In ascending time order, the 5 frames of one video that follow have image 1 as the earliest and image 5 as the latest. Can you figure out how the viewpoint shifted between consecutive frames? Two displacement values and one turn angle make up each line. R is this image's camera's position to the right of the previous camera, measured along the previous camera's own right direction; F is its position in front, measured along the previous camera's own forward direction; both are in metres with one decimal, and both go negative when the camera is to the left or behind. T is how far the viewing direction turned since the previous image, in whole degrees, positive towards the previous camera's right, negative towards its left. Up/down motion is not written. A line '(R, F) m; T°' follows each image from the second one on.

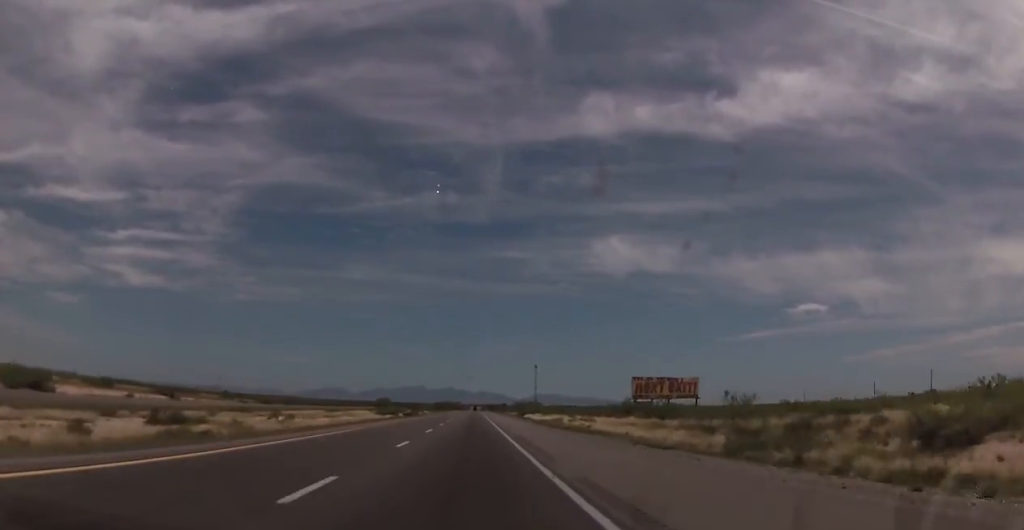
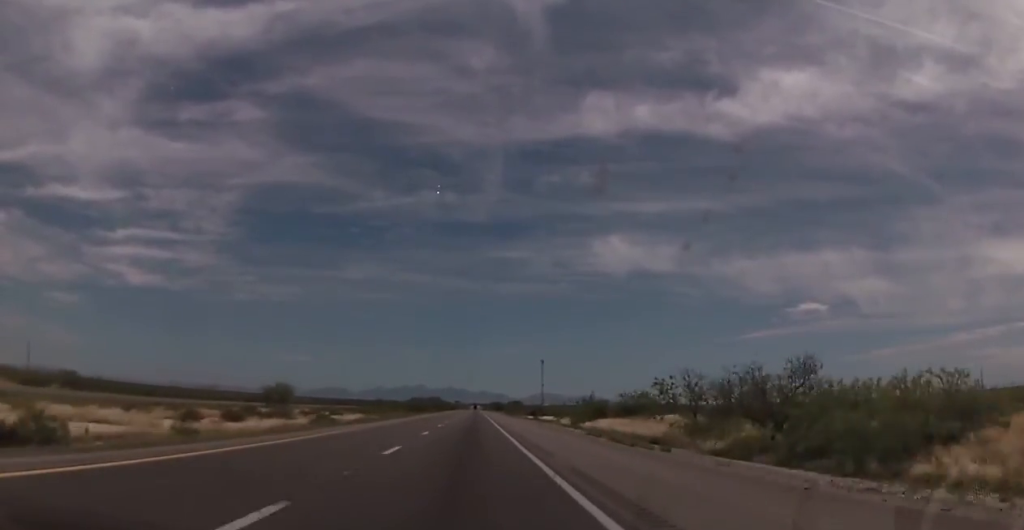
(+0.9, +126.2) m; 0°
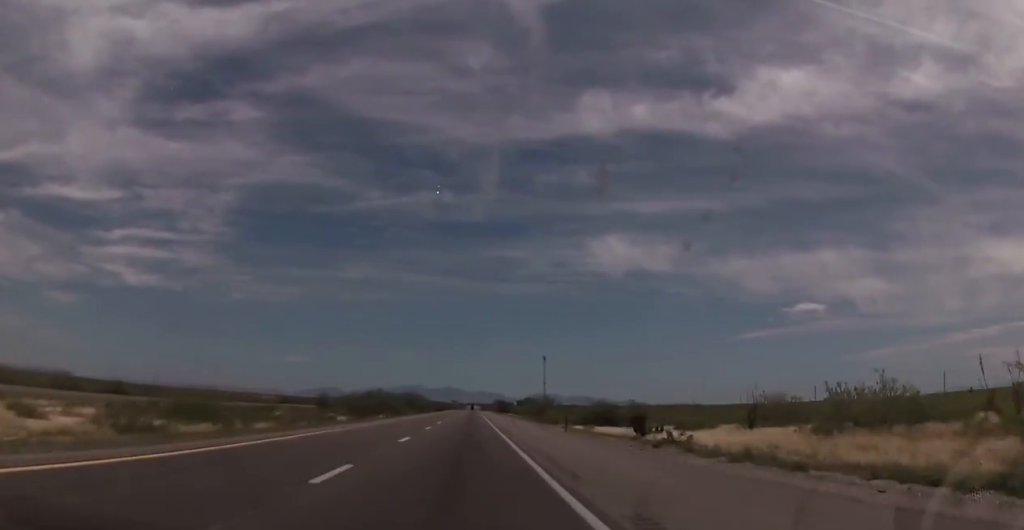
(+0.1, +80.0) m; 0°
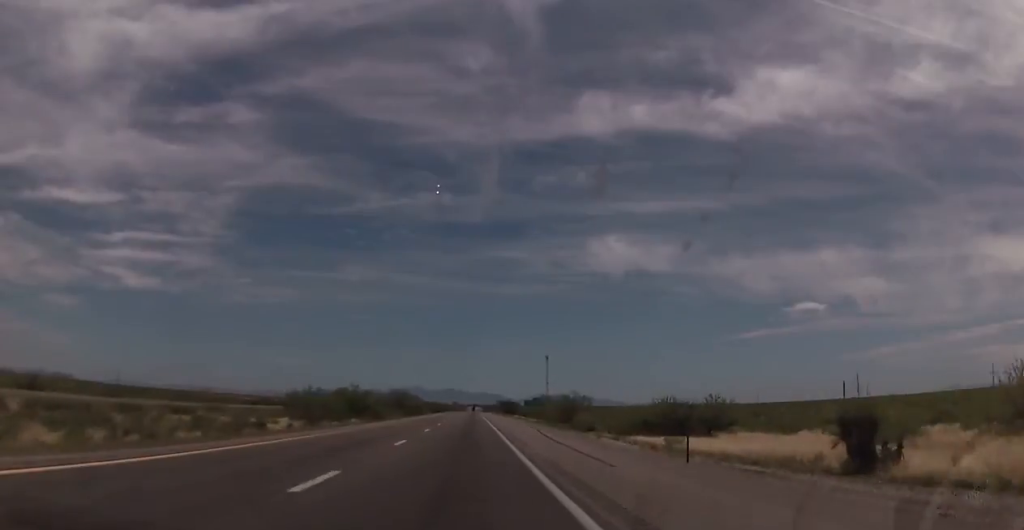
(+0.2, +25.5) m; 0°
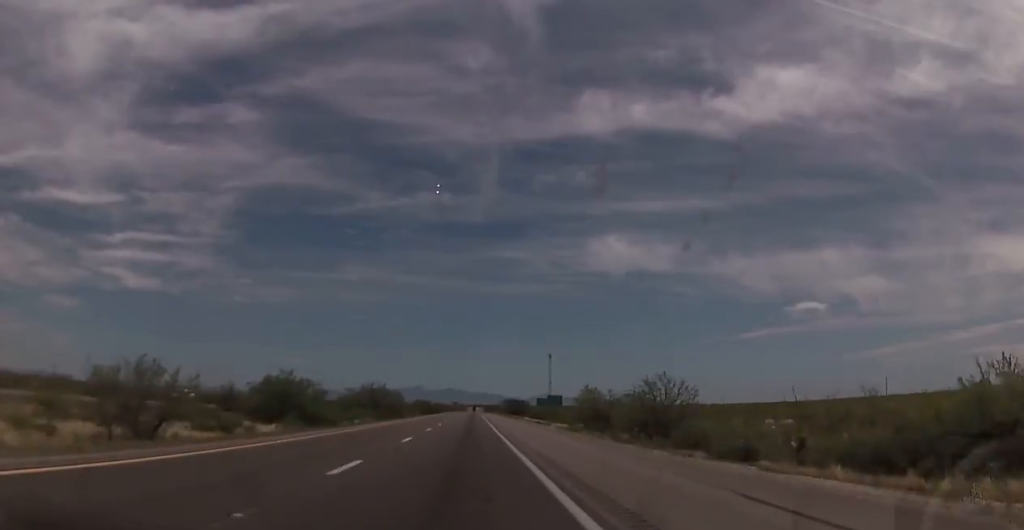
(-0.1, +34.1) m; -1°
